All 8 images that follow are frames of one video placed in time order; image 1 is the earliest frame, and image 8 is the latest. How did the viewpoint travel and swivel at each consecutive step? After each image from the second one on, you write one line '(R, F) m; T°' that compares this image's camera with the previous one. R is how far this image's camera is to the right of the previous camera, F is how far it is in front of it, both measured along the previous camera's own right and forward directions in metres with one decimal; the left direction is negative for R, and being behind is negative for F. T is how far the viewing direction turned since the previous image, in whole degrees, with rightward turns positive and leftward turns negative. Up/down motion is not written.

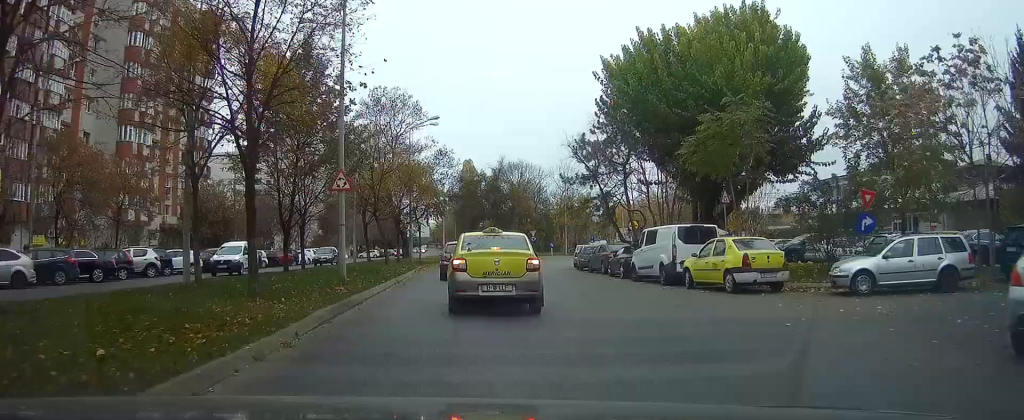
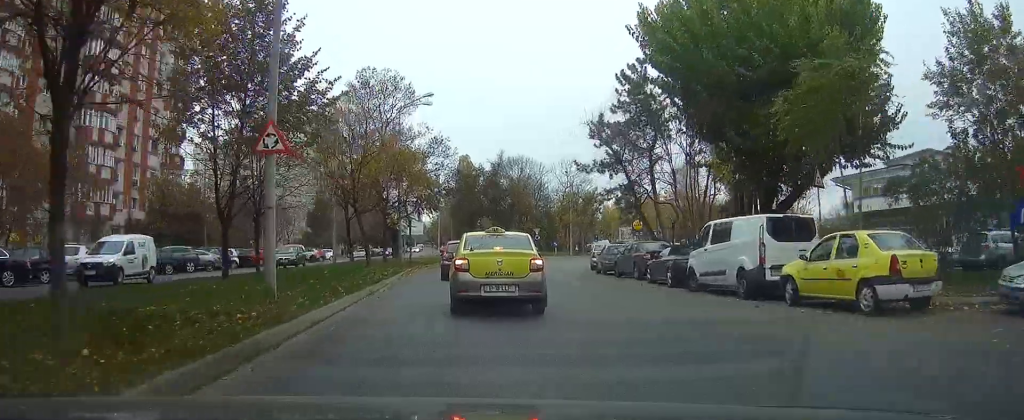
(0.0, +7.3) m; 0°
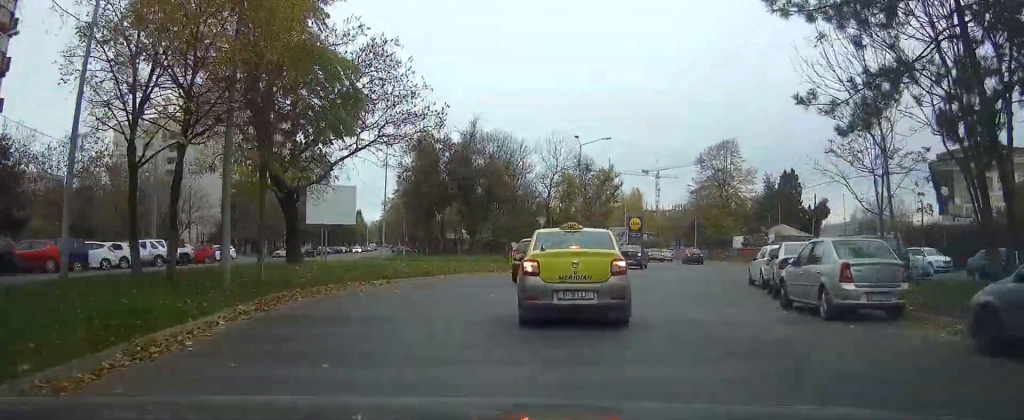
(+0.4, +29.5) m; +3°
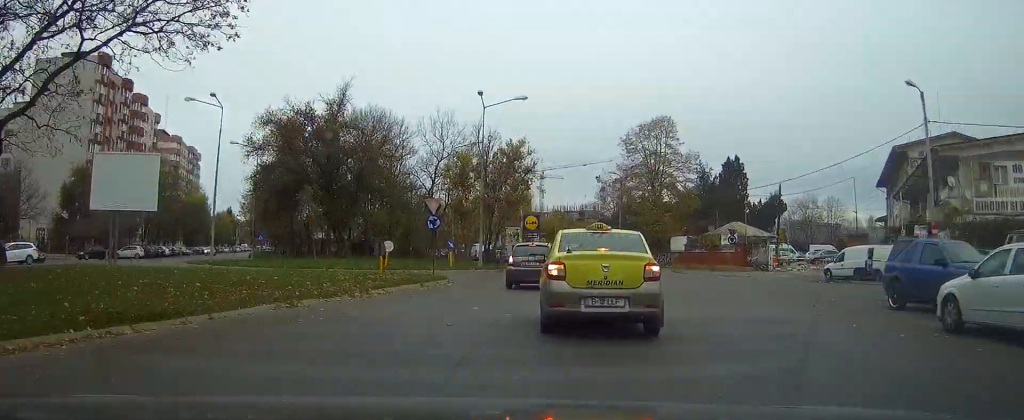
(+0.7, +17.2) m; +6°
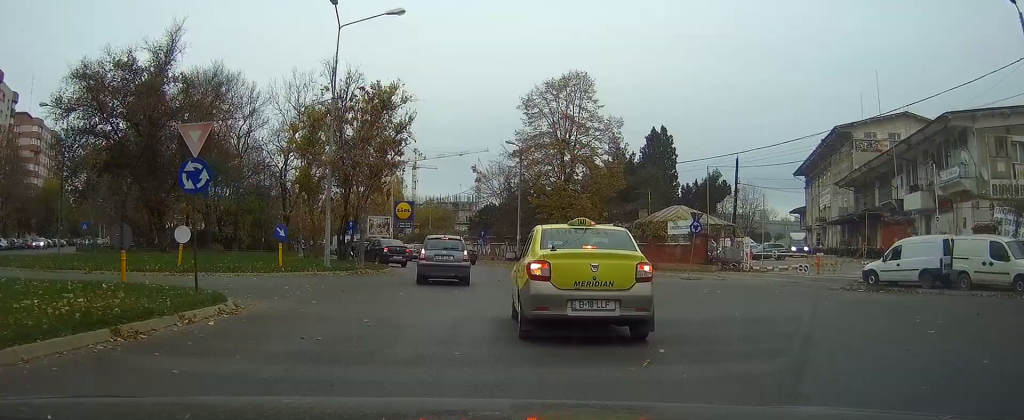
(+1.0, +15.0) m; +9°
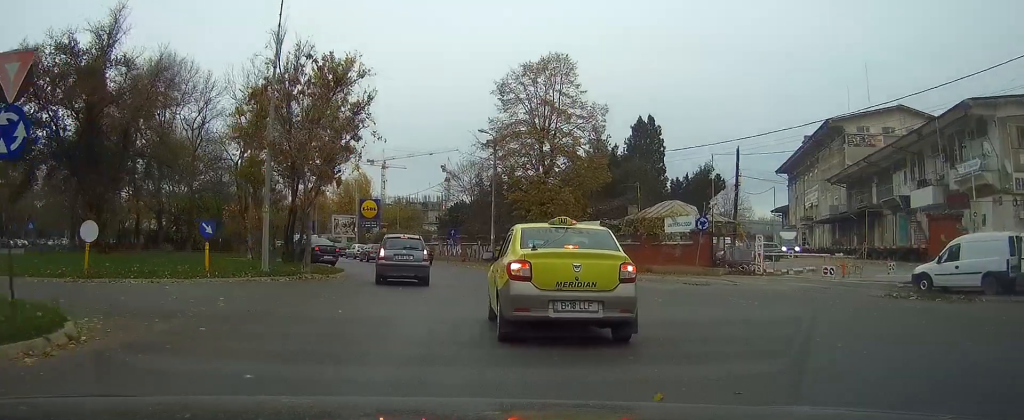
(+0.3, +5.1) m; +3°
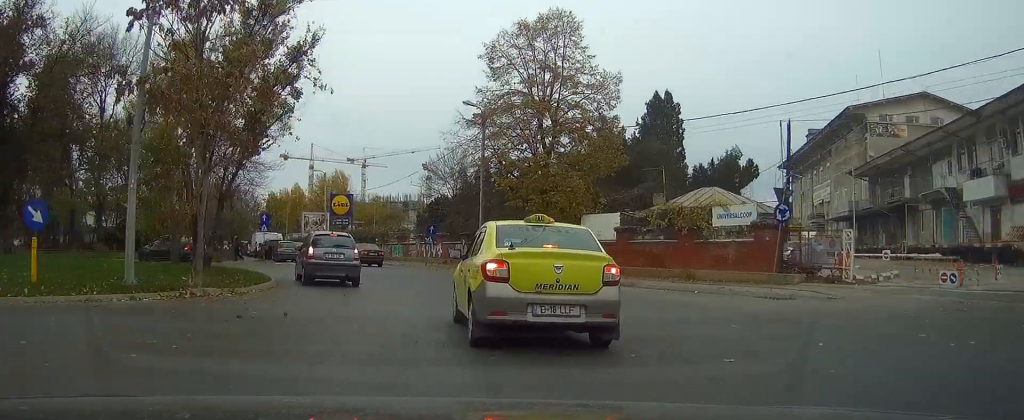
(+0.4, +9.1) m; +4°
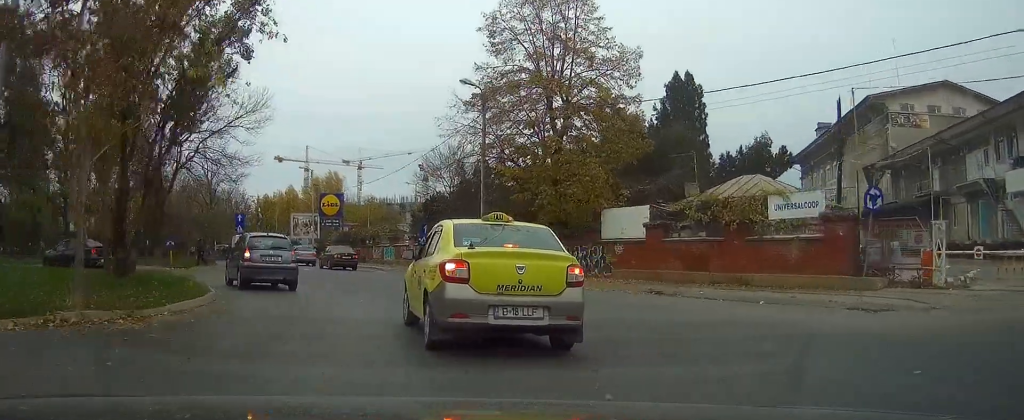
(+0.1, +5.4) m; +1°
